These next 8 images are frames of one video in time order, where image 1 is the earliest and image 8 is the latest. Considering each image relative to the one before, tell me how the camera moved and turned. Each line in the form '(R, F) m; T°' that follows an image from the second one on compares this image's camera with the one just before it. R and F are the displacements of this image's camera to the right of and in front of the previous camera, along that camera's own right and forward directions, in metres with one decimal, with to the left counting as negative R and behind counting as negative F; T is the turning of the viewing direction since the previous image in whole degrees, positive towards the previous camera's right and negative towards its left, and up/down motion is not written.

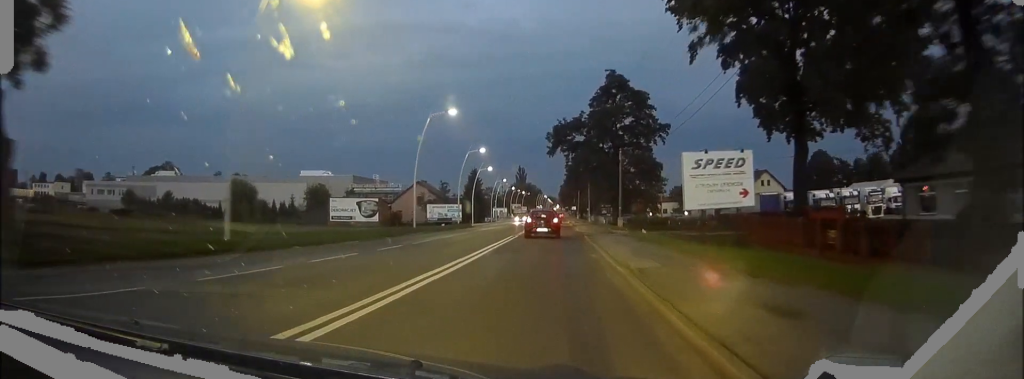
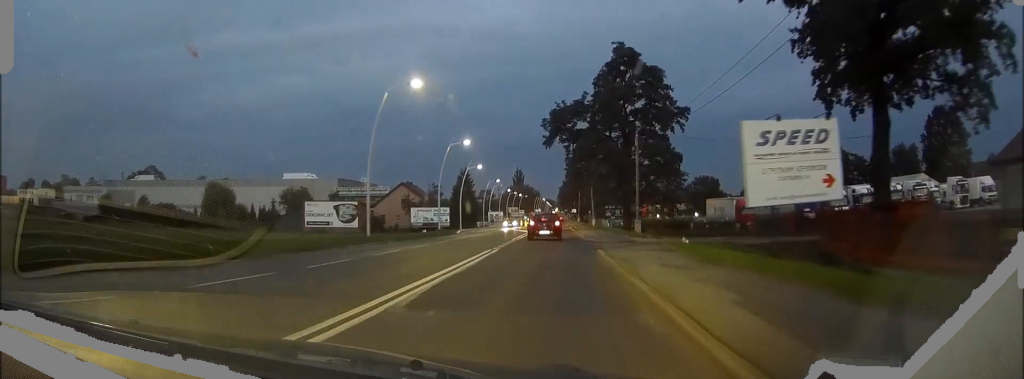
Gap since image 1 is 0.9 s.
(0.0, +12.1) m; 0°
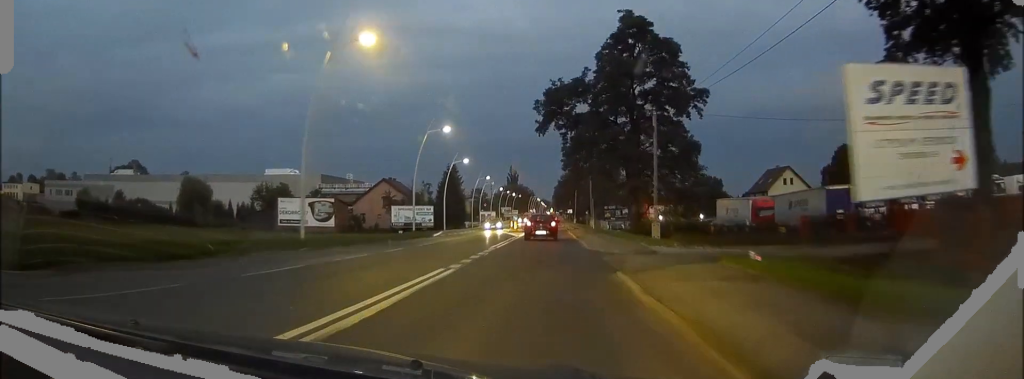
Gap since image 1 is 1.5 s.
(0.0, +9.4) m; 0°
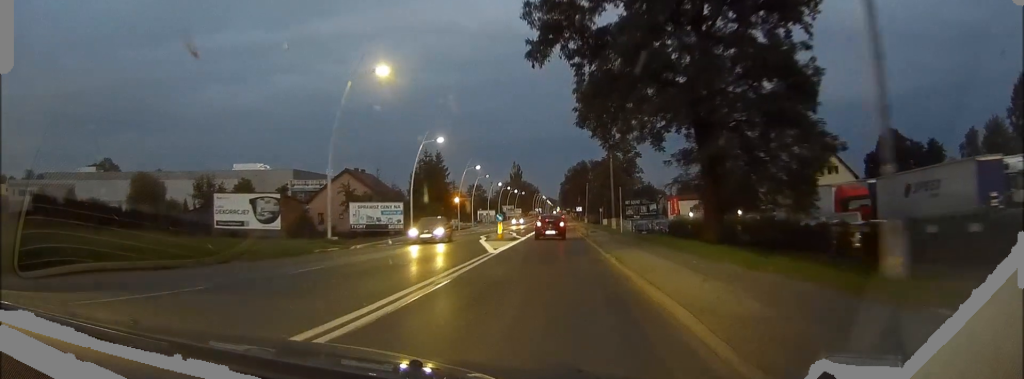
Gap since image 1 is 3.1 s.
(-0.1, +22.7) m; -1°
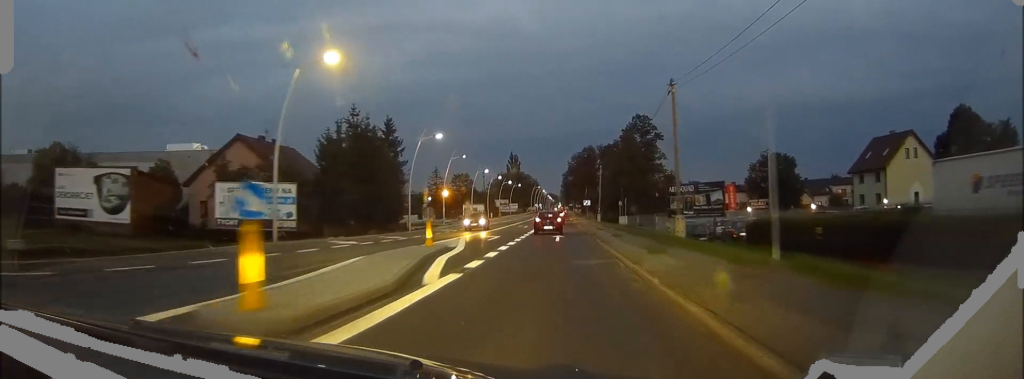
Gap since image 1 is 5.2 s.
(0.0, +31.1) m; 0°
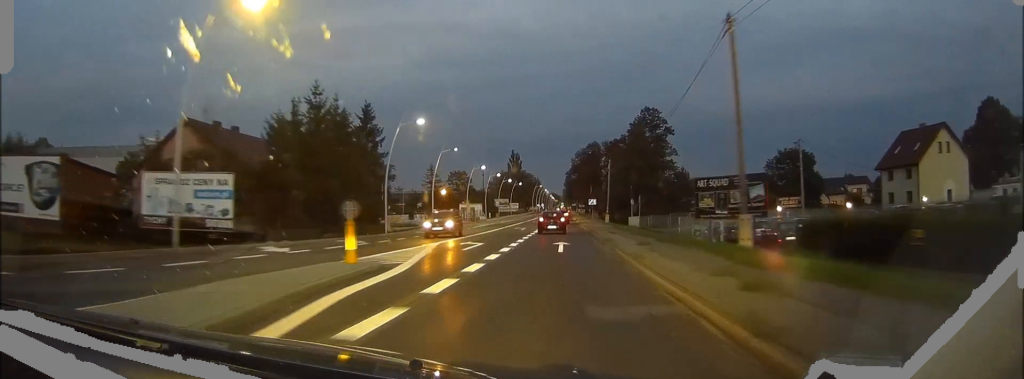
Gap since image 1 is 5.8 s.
(0.0, +9.3) m; 0°
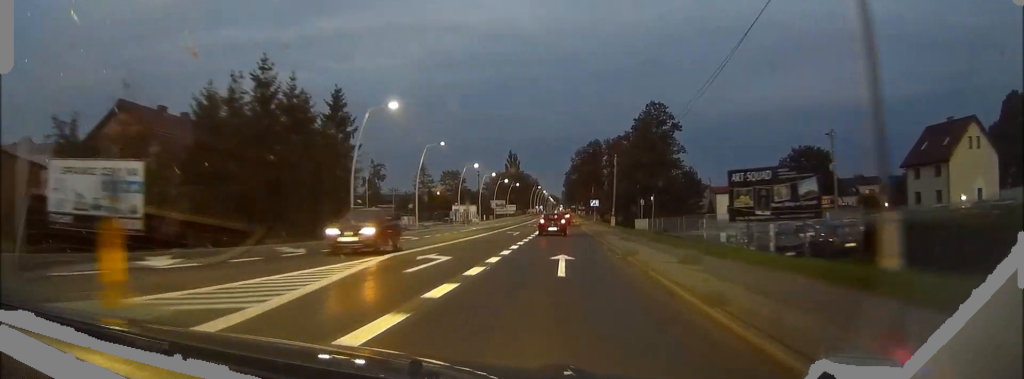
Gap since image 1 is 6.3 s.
(-0.1, +8.4) m; 0°
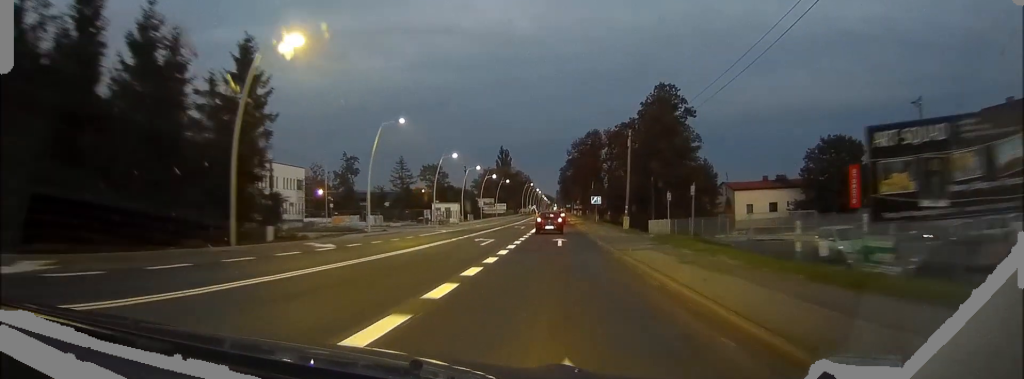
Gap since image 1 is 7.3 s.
(0.0, +16.0) m; 0°
